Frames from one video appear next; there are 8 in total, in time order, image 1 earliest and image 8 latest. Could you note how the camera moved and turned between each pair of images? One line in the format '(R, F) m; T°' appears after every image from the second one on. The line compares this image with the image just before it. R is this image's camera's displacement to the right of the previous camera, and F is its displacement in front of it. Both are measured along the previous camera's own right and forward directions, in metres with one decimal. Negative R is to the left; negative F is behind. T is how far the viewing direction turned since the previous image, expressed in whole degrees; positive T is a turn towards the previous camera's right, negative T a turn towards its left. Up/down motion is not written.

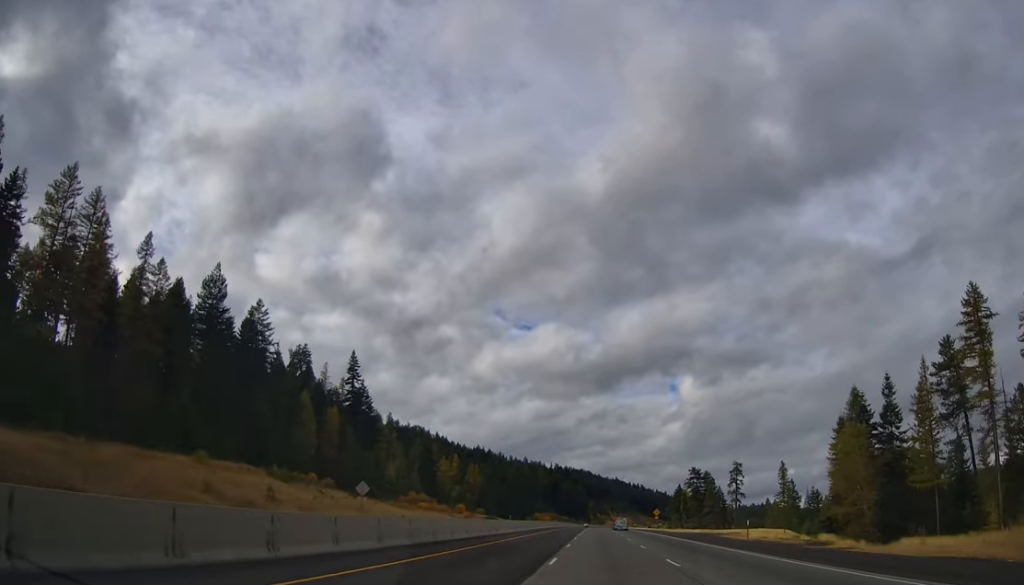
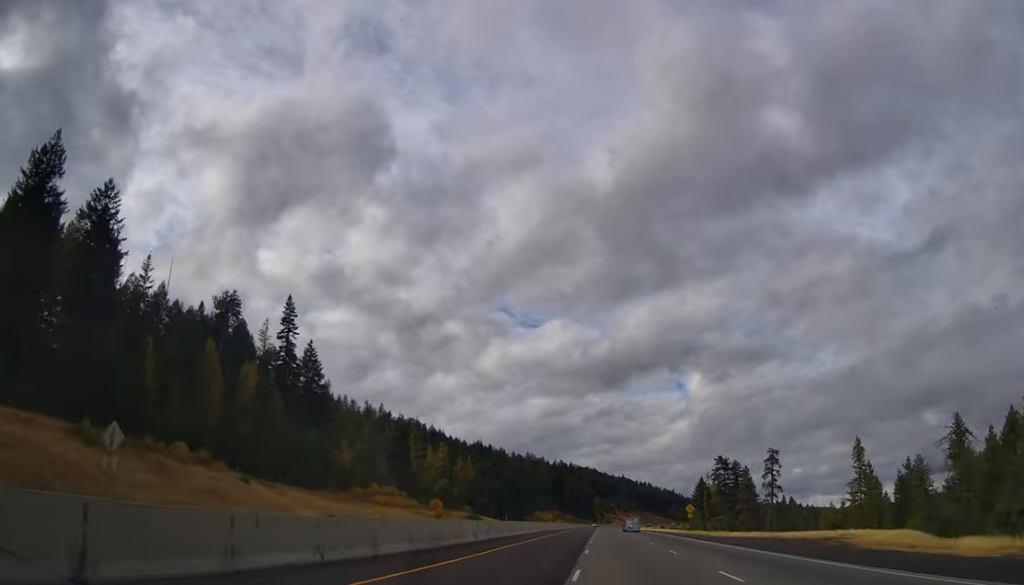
(-1.2, +41.4) m; -1°
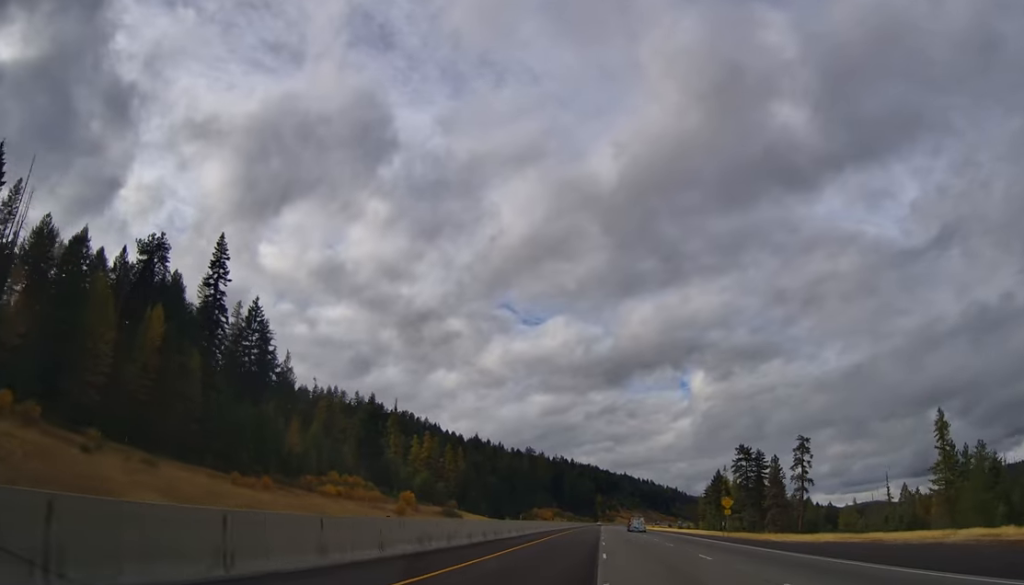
(+0.5, +28.1) m; +1°
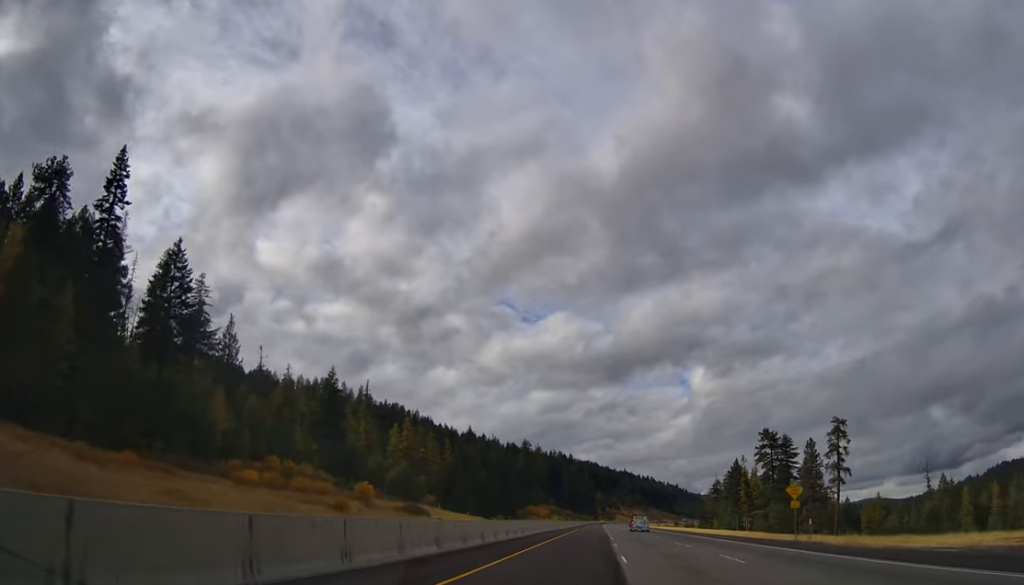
(+0.1, +27.0) m; 0°
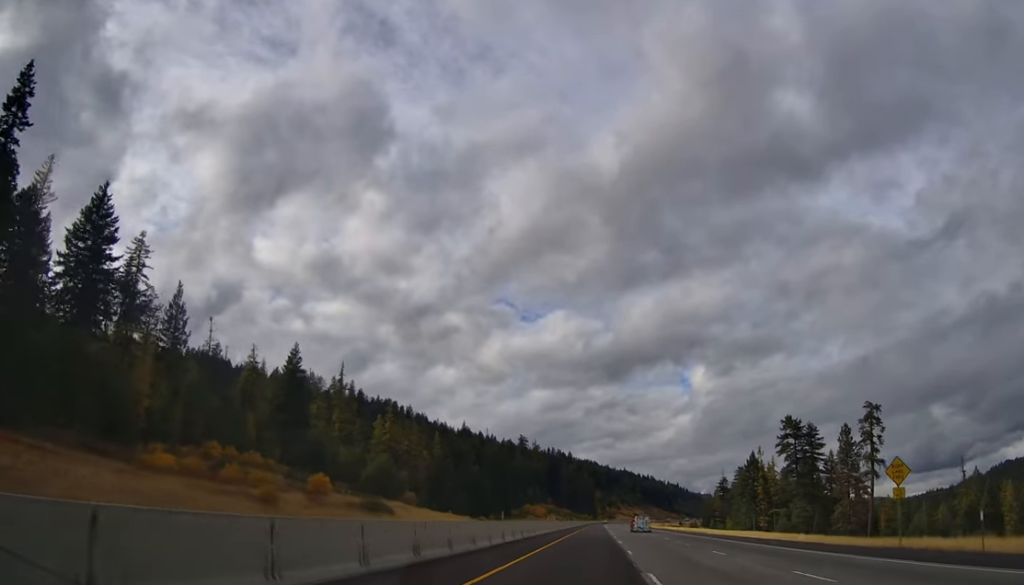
(-0.1, +19.2) m; 0°
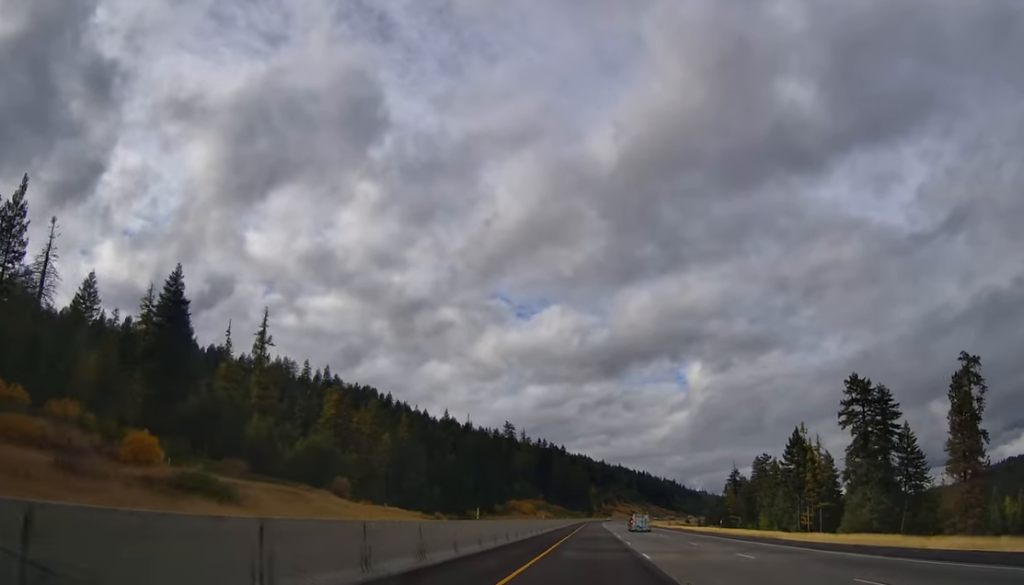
(0.0, +39.6) m; -1°
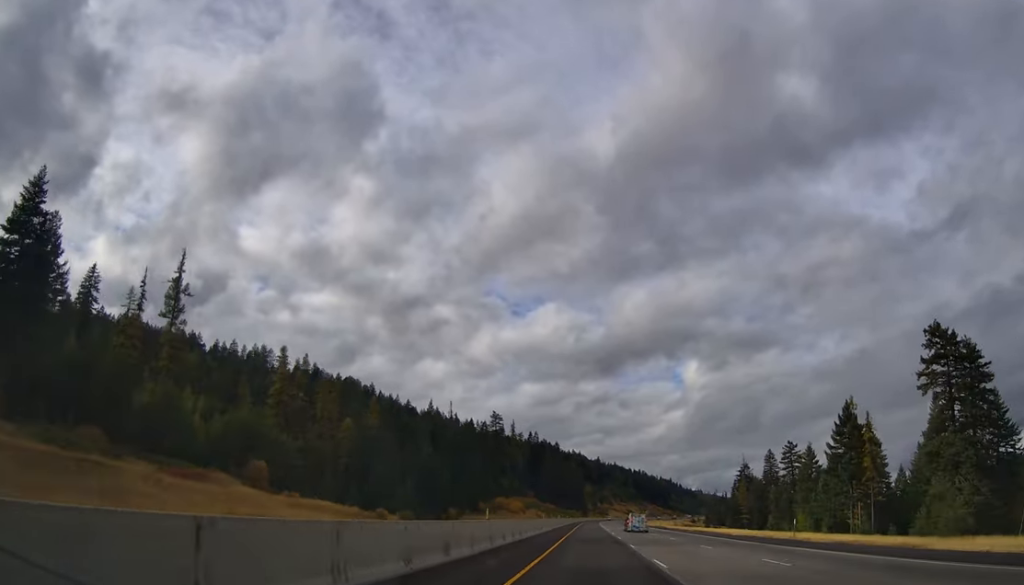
(-0.7, +28.3) m; 0°
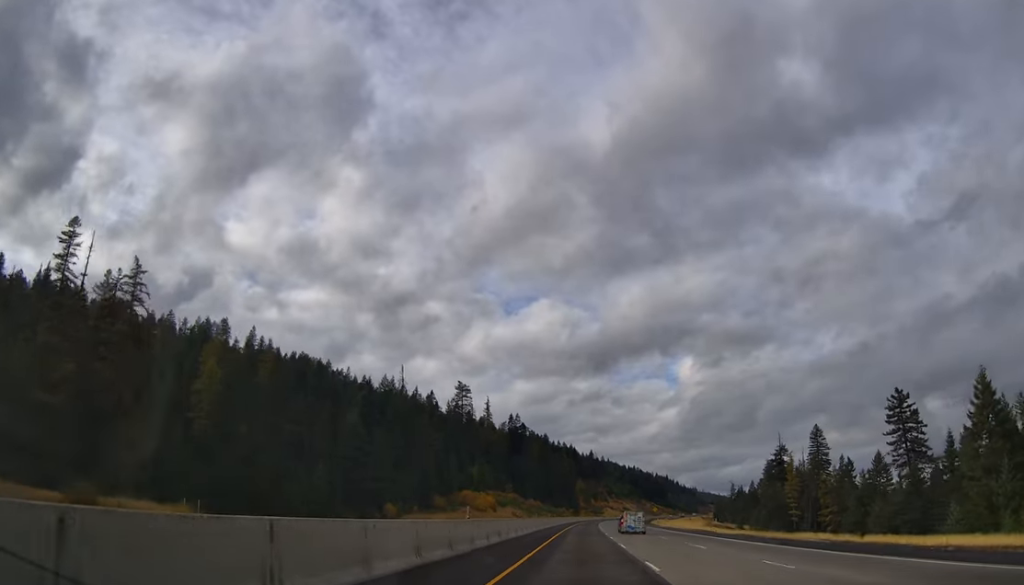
(+1.5, +62.4) m; +1°
